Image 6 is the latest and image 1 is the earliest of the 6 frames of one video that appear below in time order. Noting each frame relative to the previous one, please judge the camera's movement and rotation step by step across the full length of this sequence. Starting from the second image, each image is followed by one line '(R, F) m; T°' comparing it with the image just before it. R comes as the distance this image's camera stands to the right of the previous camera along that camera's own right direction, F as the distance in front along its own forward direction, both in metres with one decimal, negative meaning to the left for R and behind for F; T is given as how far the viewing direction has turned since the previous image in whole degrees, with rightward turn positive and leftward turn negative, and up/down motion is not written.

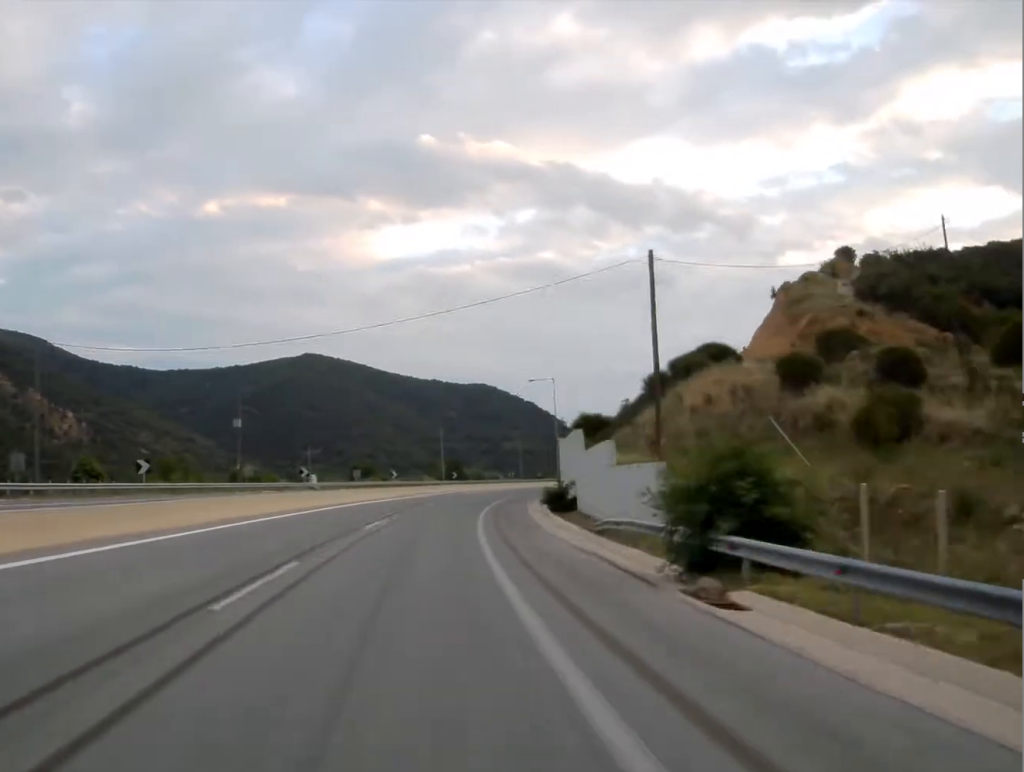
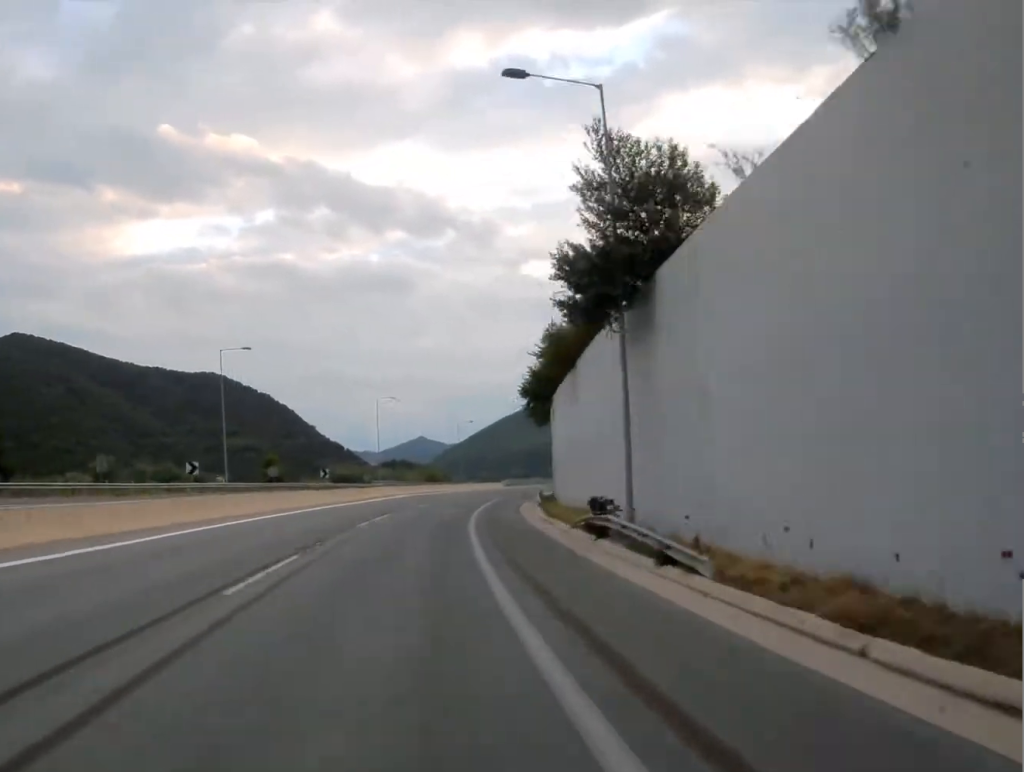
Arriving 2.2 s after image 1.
(+18.1, +125.6) m; +15°
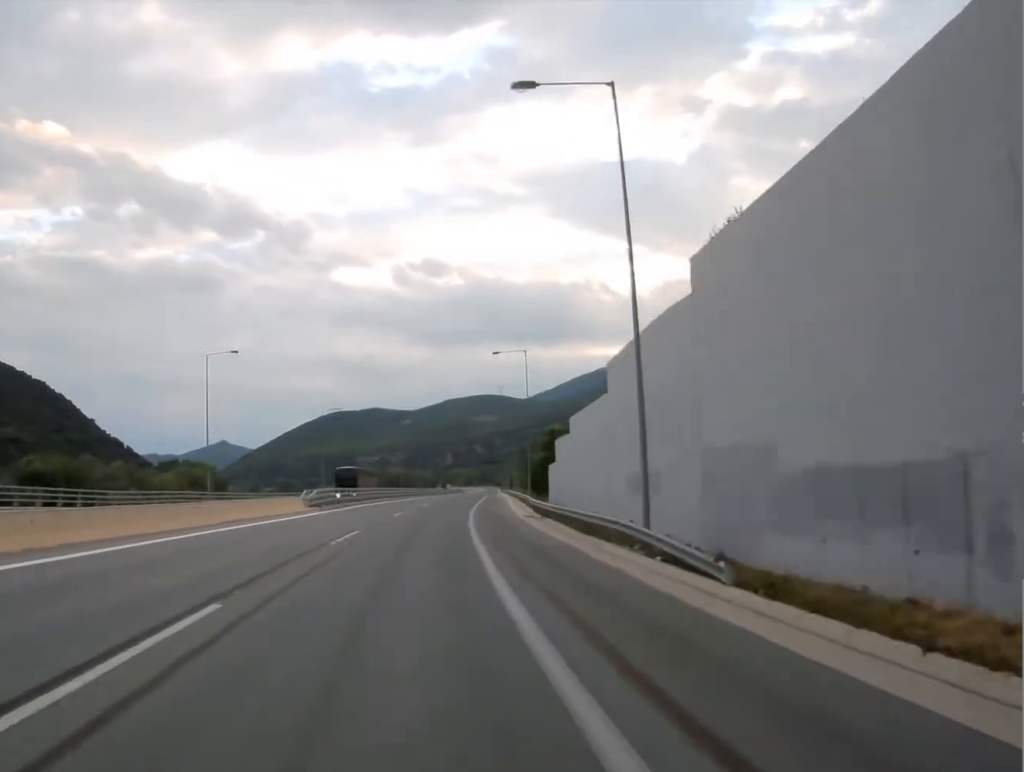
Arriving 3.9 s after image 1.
(+9.2, +93.9) m; +12°
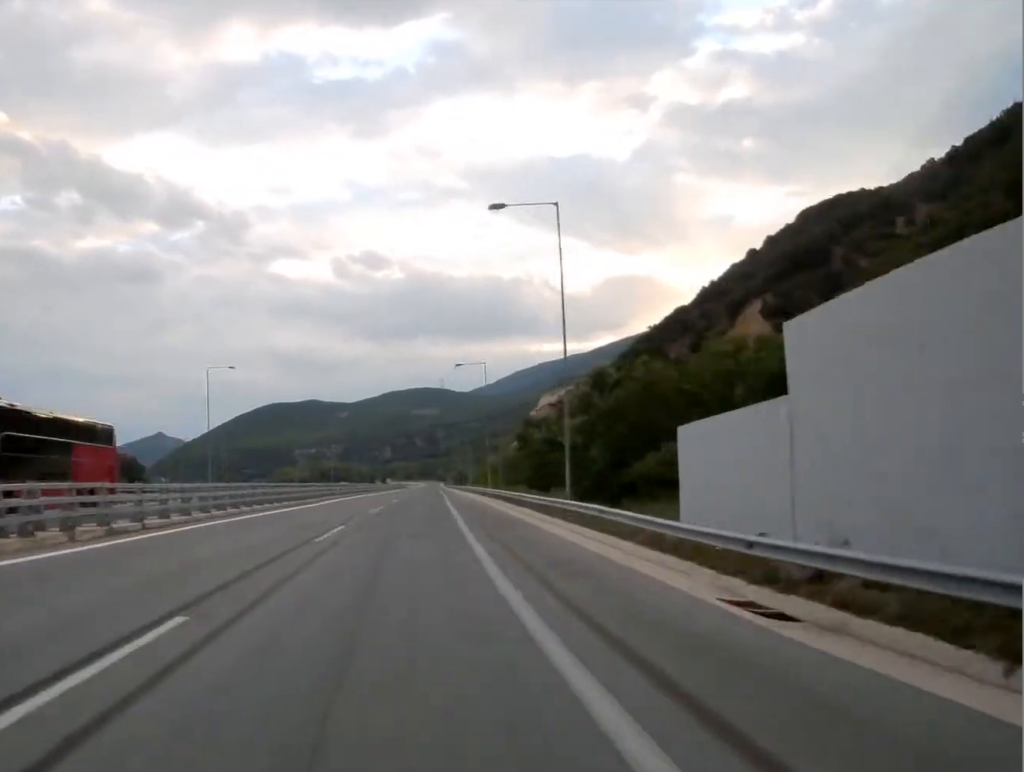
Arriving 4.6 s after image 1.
(+1.9, +37.6) m; +4°
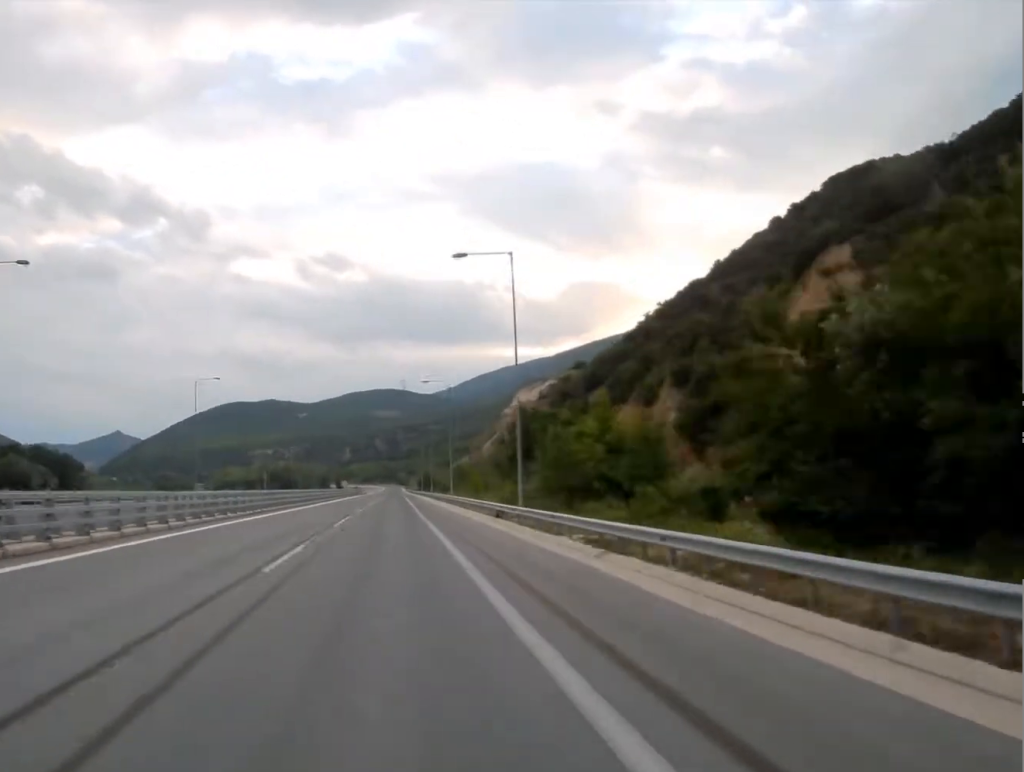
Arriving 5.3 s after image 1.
(+1.4, +42.7) m; +2°
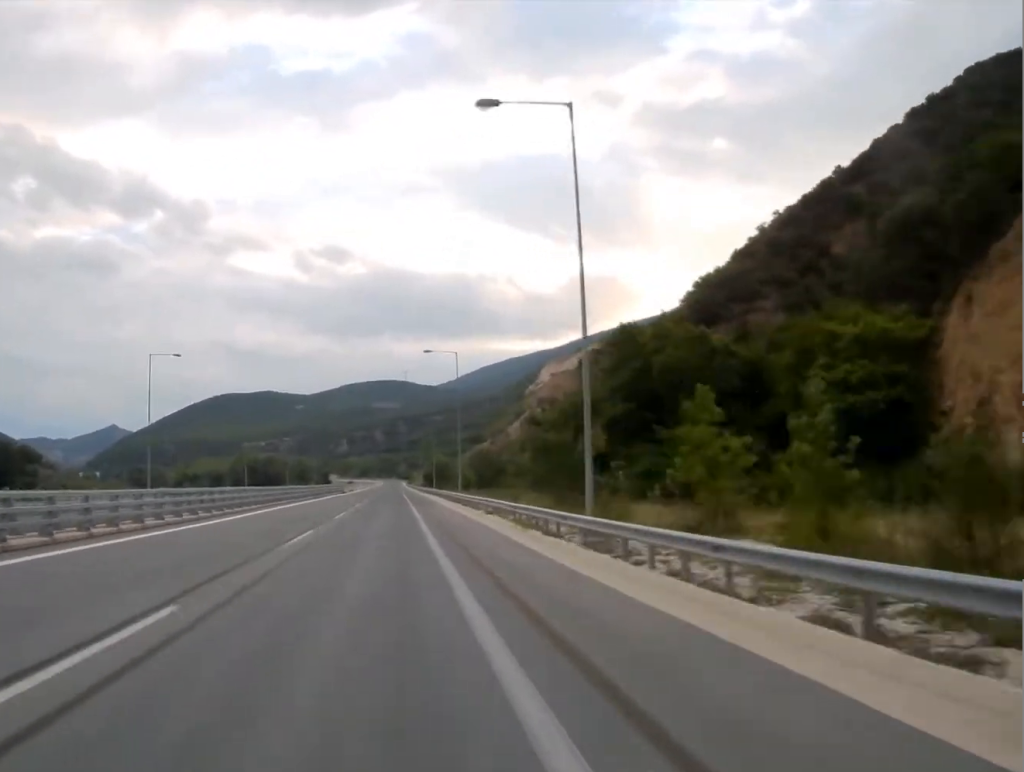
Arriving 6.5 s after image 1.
(+1.3, +67.8) m; +2°
